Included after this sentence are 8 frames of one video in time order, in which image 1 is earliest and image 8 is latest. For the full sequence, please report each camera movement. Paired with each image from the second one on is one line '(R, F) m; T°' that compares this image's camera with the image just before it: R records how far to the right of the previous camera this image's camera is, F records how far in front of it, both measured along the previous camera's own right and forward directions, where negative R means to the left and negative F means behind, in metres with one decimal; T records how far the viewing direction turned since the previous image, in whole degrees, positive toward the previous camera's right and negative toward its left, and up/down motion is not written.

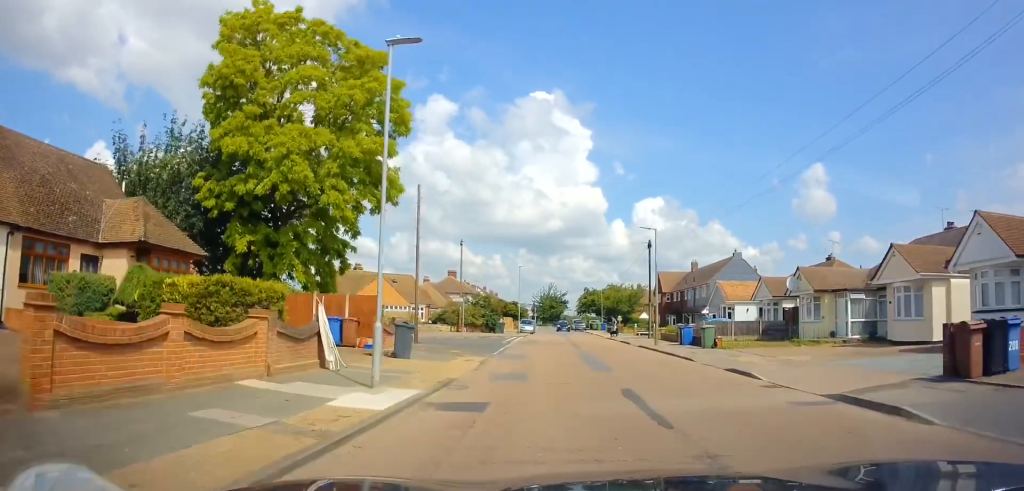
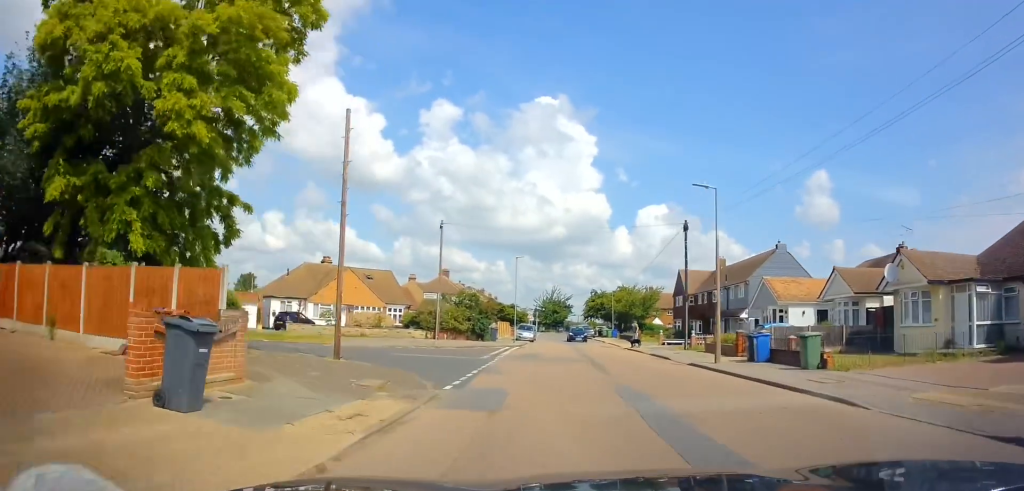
(+0.1, +10.9) m; -1°
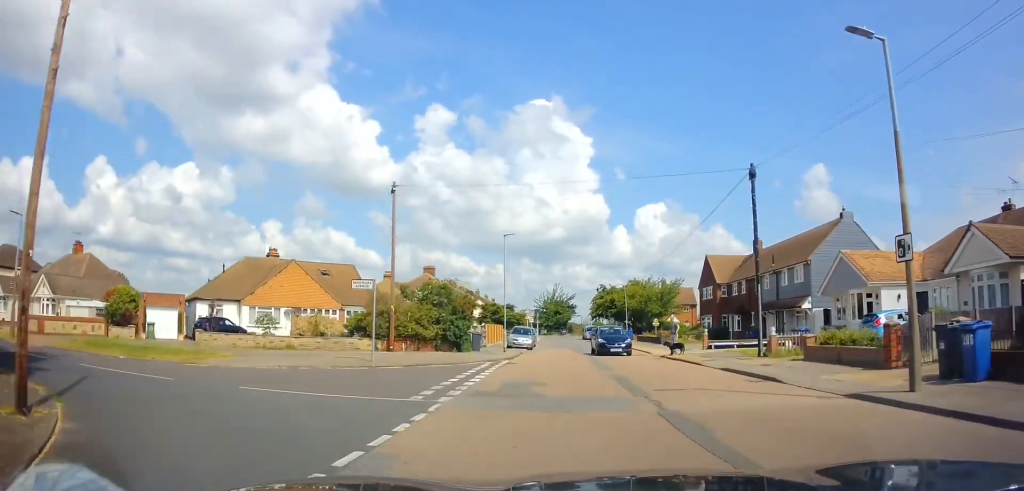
(-0.3, +11.4) m; -2°
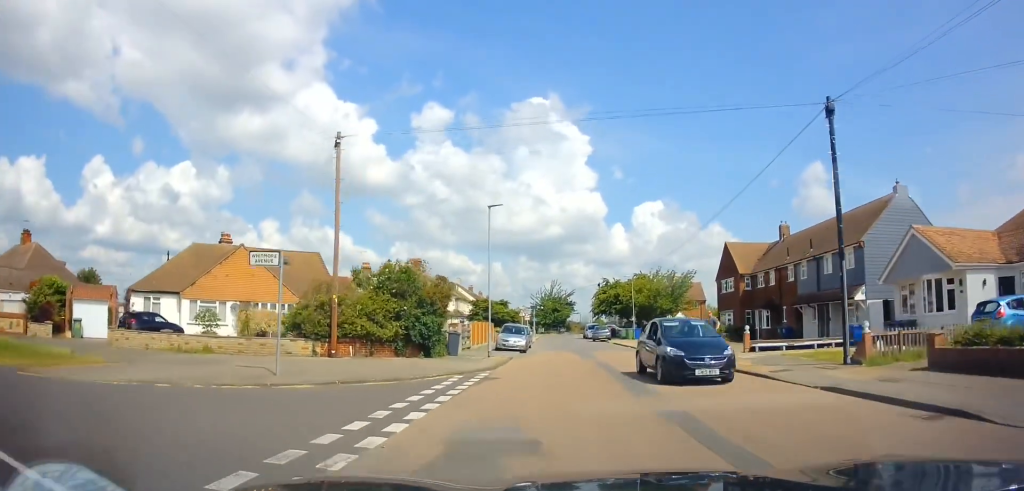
(-0.1, +6.8) m; 0°
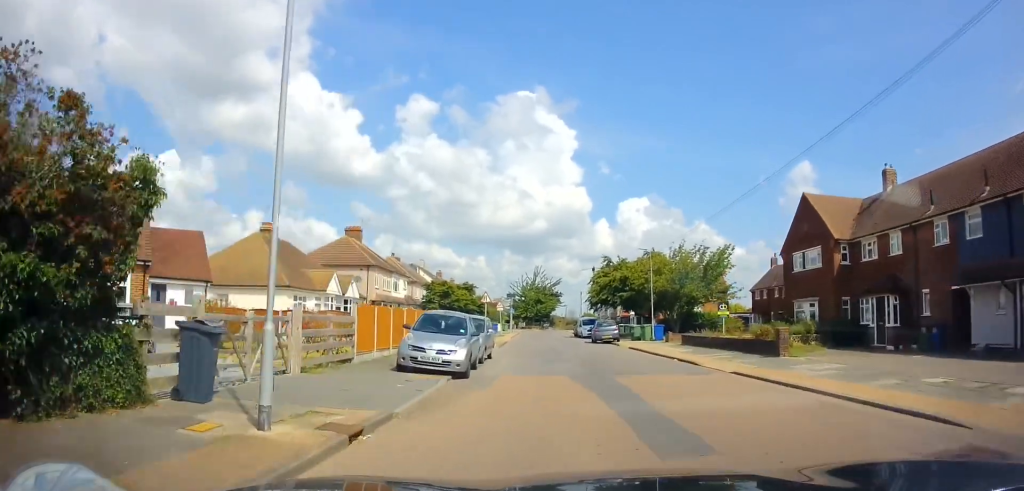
(+0.5, +17.6) m; +3°
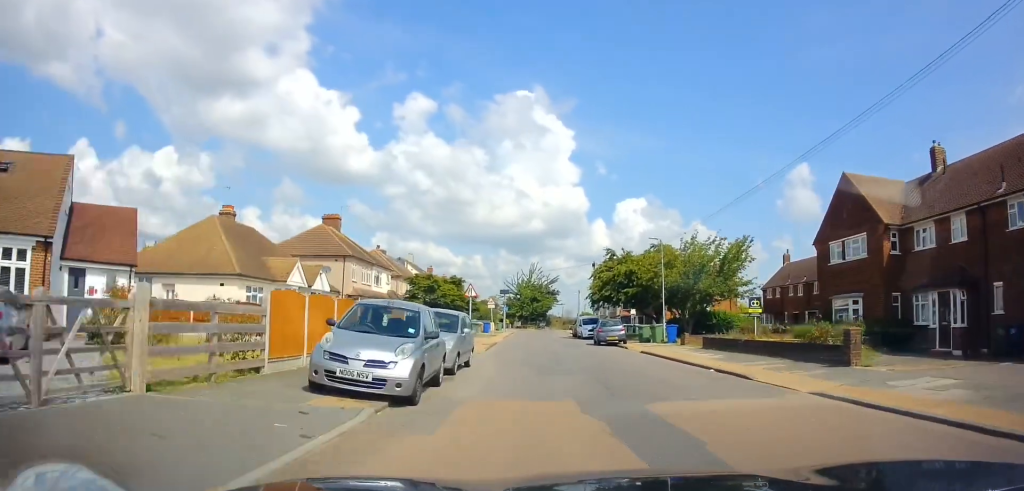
(0.0, +4.9) m; 0°
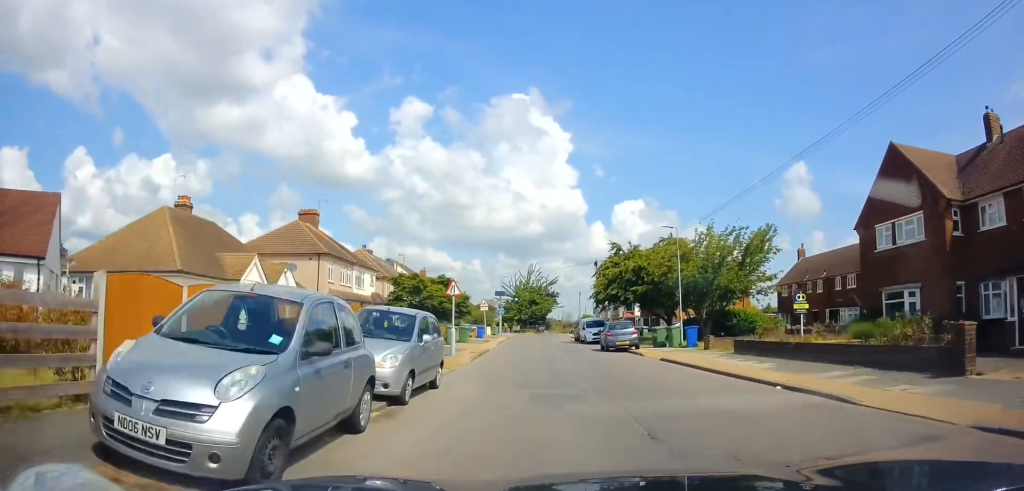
(0.0, +4.5) m; 0°
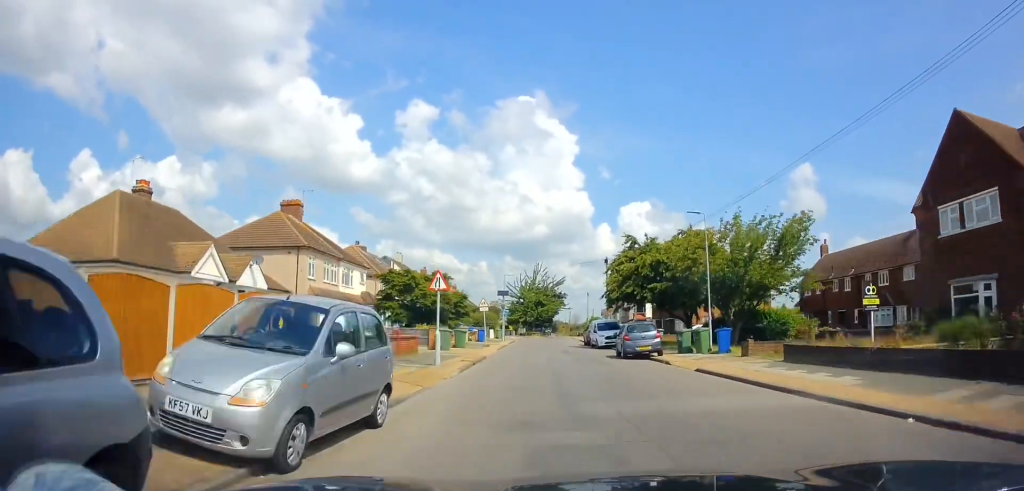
(0.0, +4.2) m; 0°
